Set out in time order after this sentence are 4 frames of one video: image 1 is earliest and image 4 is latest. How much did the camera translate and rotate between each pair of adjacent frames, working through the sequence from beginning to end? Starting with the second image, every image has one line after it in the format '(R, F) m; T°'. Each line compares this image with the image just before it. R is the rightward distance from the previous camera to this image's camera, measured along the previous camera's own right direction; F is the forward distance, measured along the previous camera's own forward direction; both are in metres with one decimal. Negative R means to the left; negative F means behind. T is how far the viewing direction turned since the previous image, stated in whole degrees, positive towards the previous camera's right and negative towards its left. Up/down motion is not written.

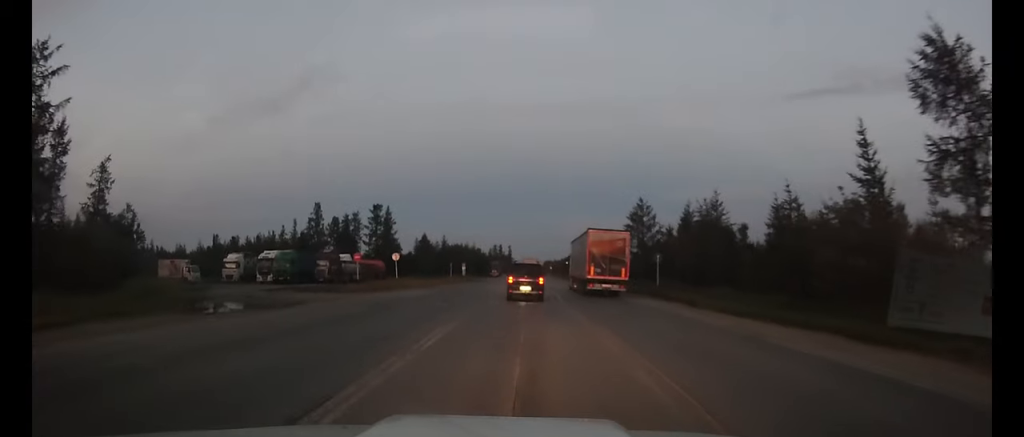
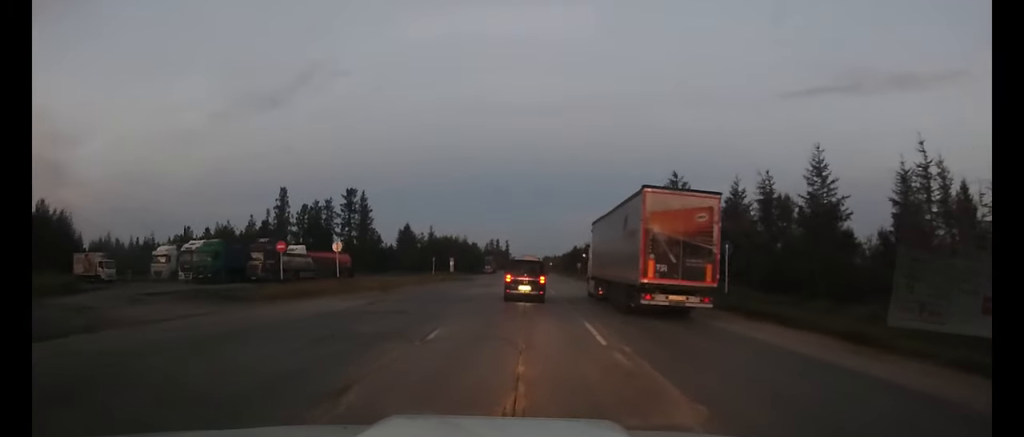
(0.0, +17.8) m; +1°
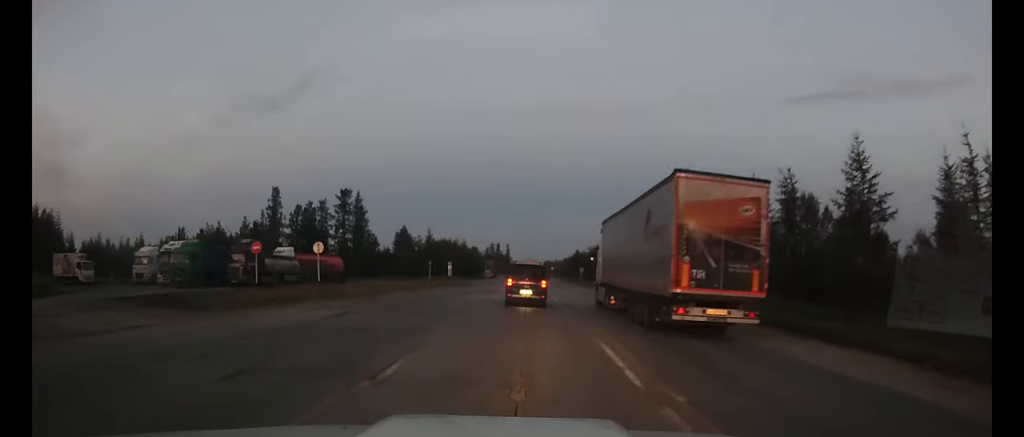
(0.0, +4.0) m; 0°
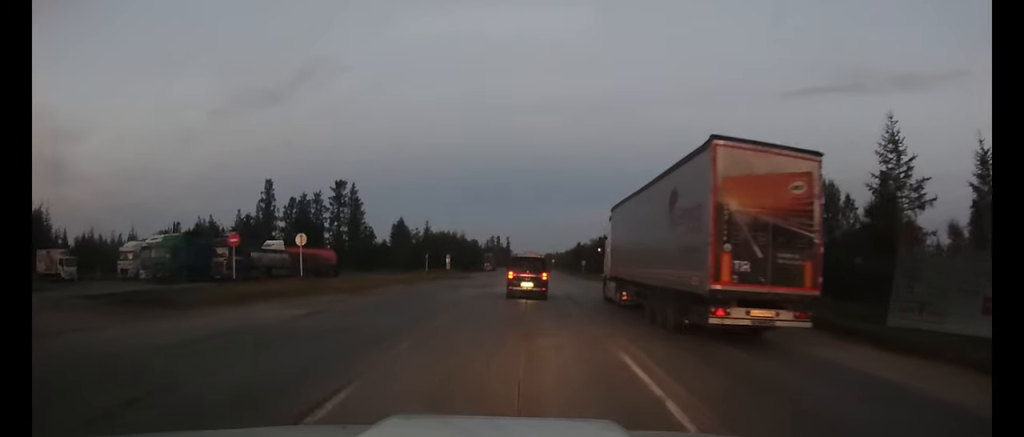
(0.0, +3.1) m; 0°
